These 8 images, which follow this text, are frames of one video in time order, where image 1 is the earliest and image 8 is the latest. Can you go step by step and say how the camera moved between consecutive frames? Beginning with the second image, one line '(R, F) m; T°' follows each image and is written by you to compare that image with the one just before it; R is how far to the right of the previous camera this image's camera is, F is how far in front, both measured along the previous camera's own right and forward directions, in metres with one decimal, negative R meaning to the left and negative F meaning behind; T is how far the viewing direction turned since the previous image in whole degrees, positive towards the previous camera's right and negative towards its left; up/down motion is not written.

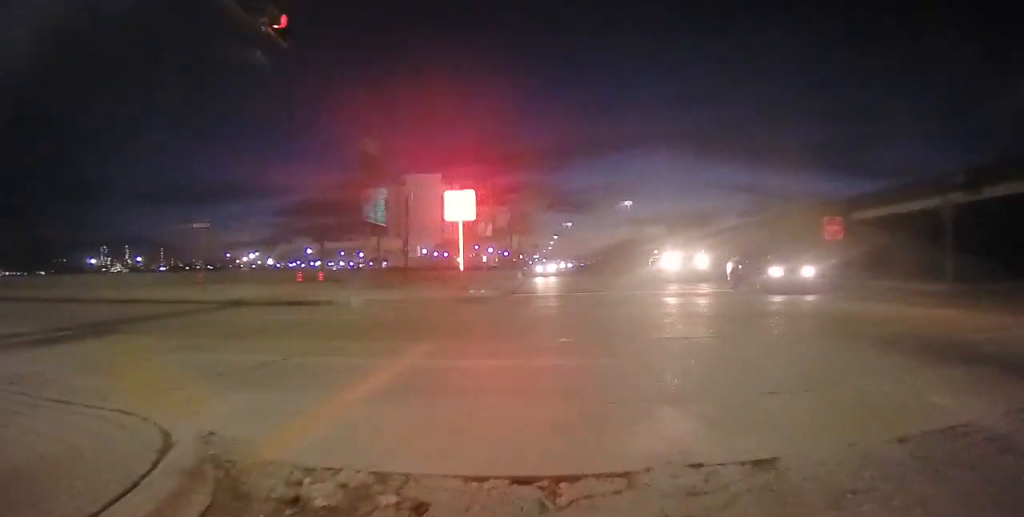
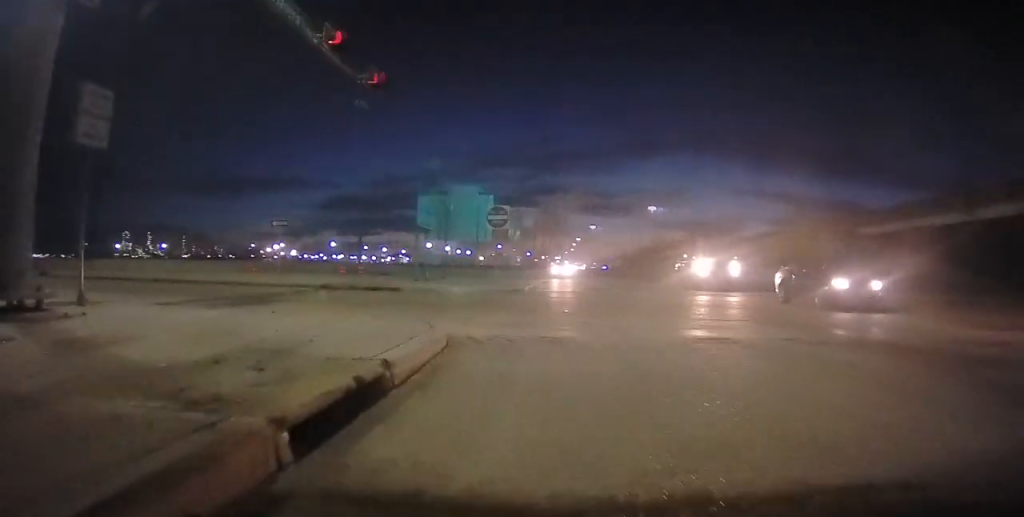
(0.0, +4.6) m; 0°
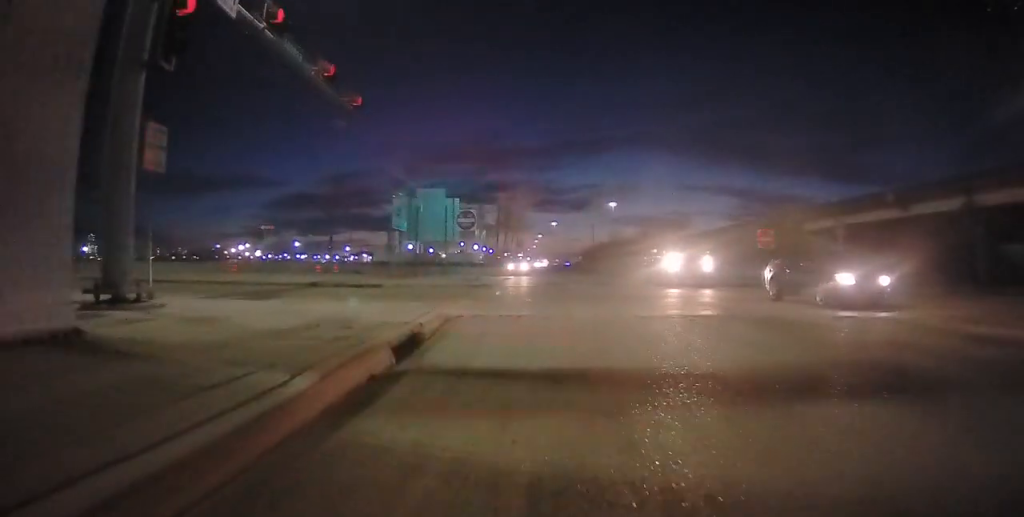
(0.0, +2.6) m; +1°
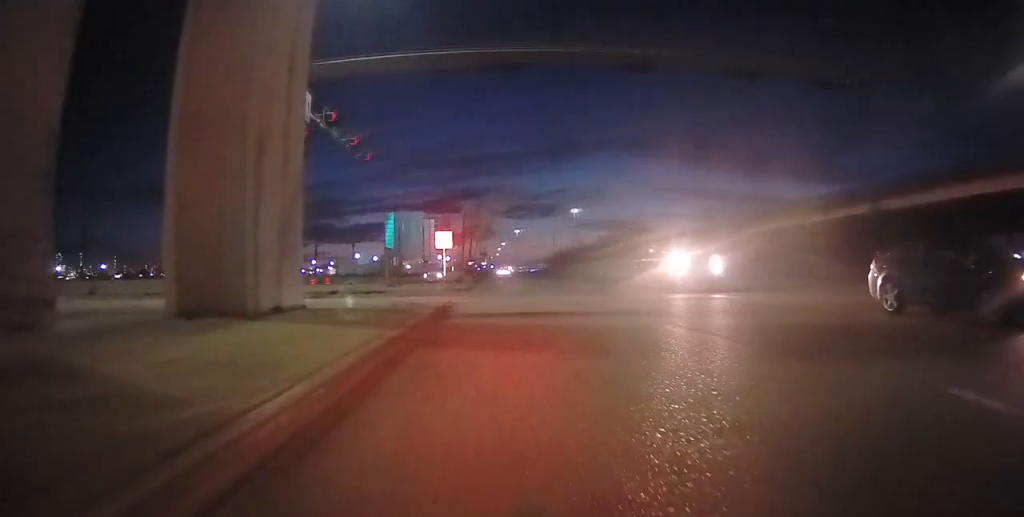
(+0.3, +7.1) m; +5°
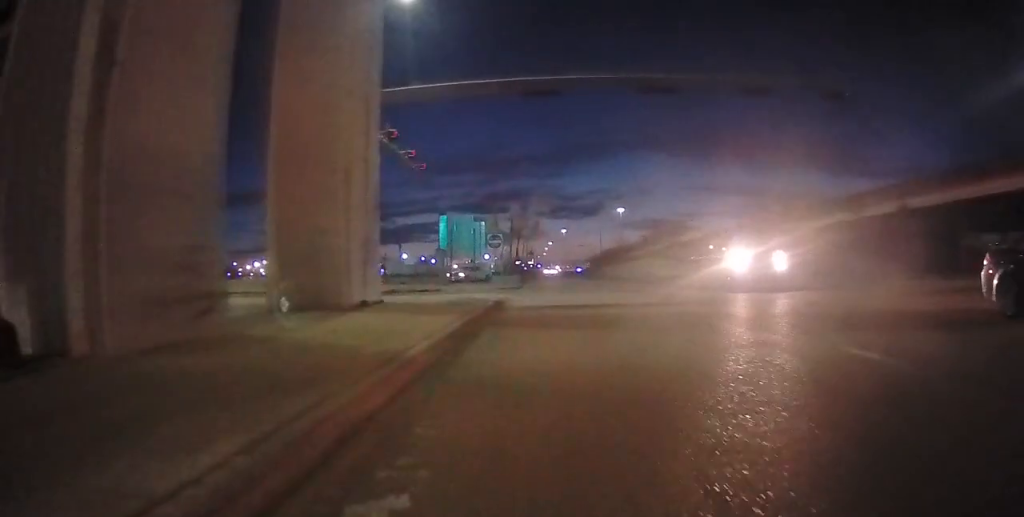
(0.0, +2.2) m; 0°
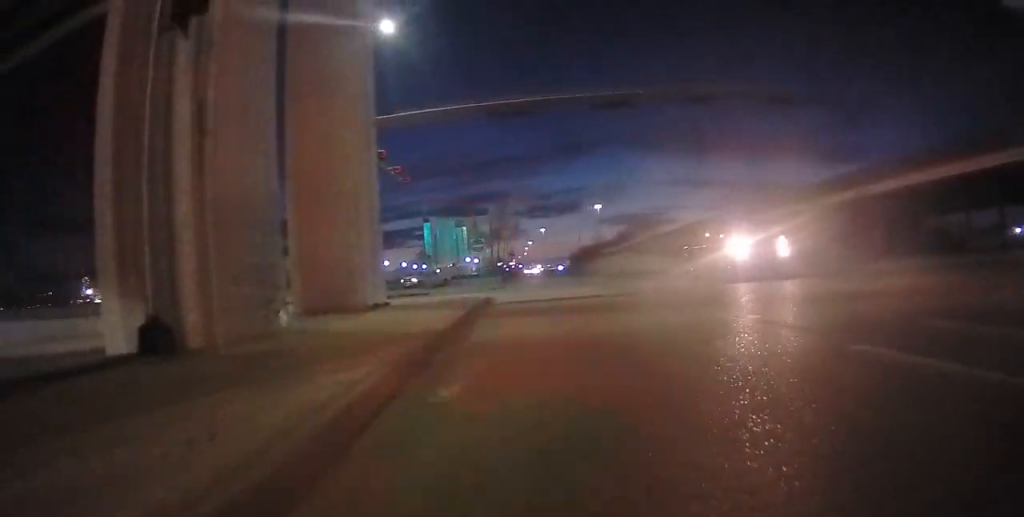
(0.0, +2.2) m; -2°
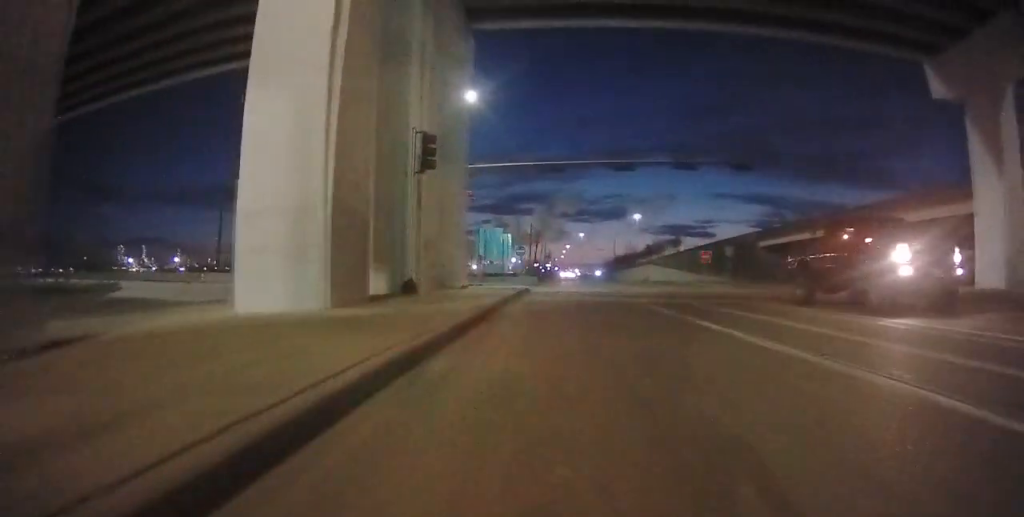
(-0.8, +10.2) m; -14°
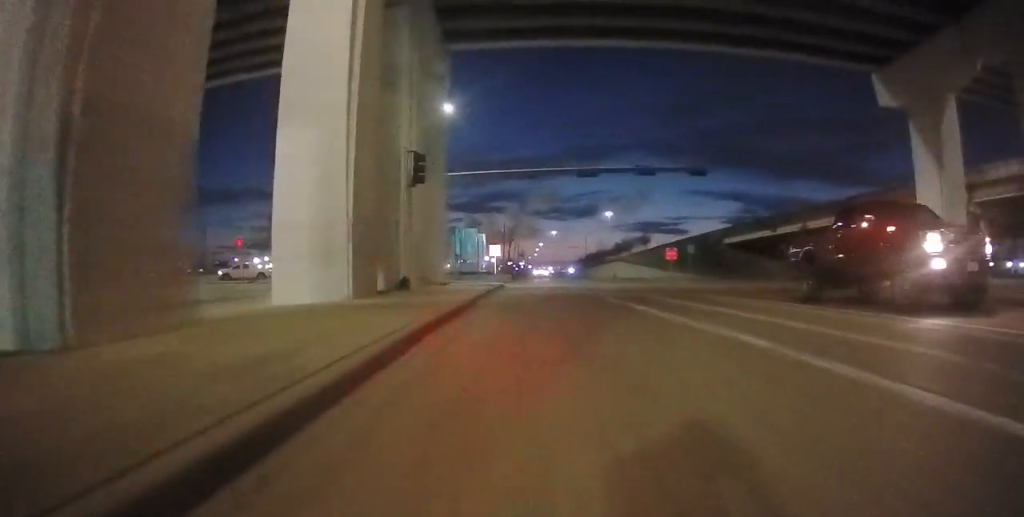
(-0.1, +2.9) m; -5°
